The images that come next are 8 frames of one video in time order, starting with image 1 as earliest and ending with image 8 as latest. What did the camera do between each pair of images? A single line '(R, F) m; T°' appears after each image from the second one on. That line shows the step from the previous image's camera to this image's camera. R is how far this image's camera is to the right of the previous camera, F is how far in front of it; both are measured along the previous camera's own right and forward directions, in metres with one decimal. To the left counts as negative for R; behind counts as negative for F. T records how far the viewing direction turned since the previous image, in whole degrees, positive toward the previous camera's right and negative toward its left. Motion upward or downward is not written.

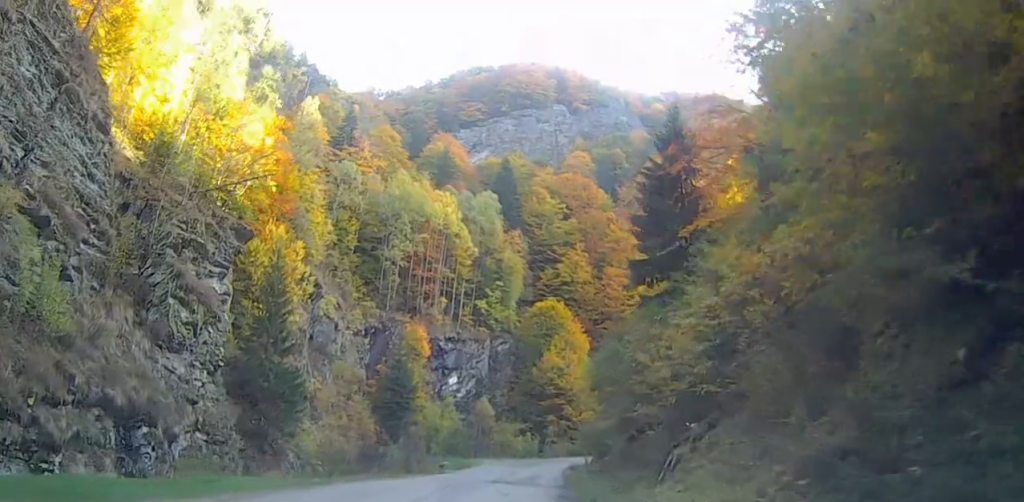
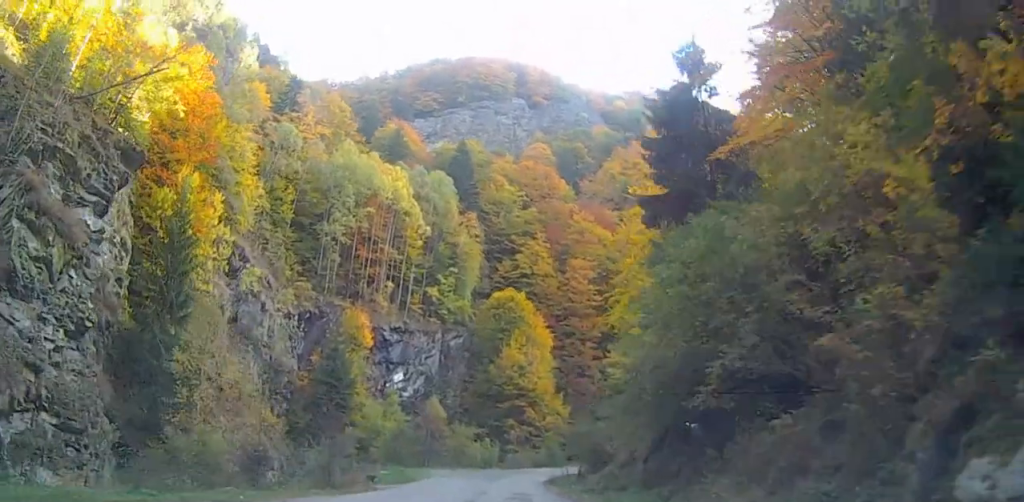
(+0.4, +14.9) m; +3°
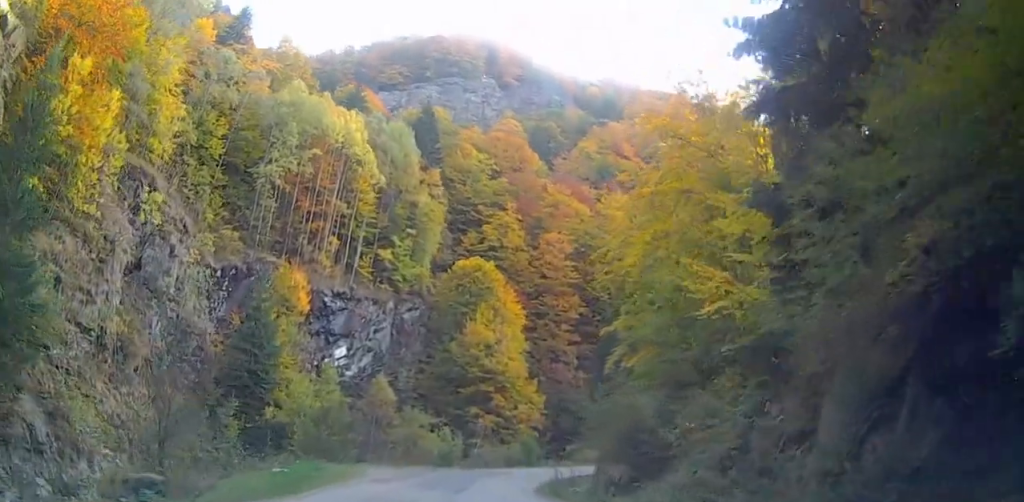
(+0.1, +17.8) m; -1°
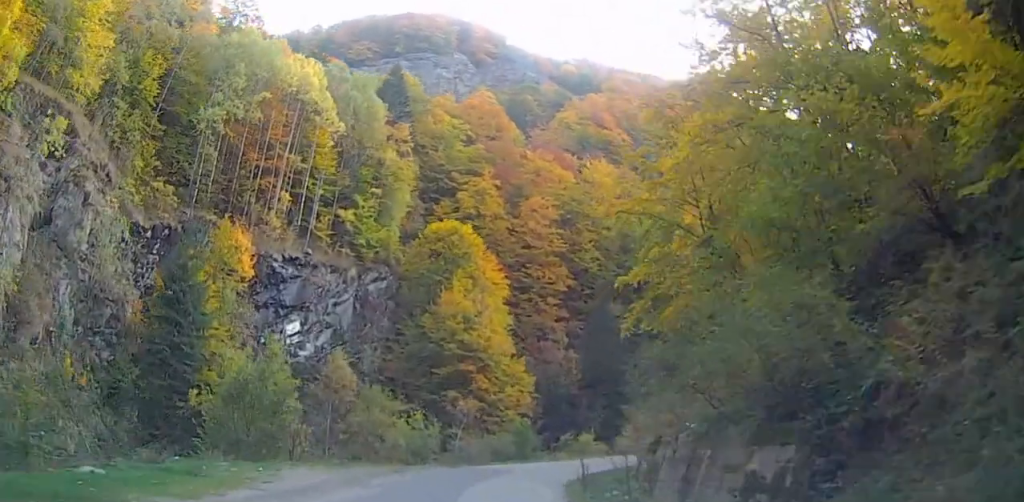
(+0.1, +13.1) m; +3°
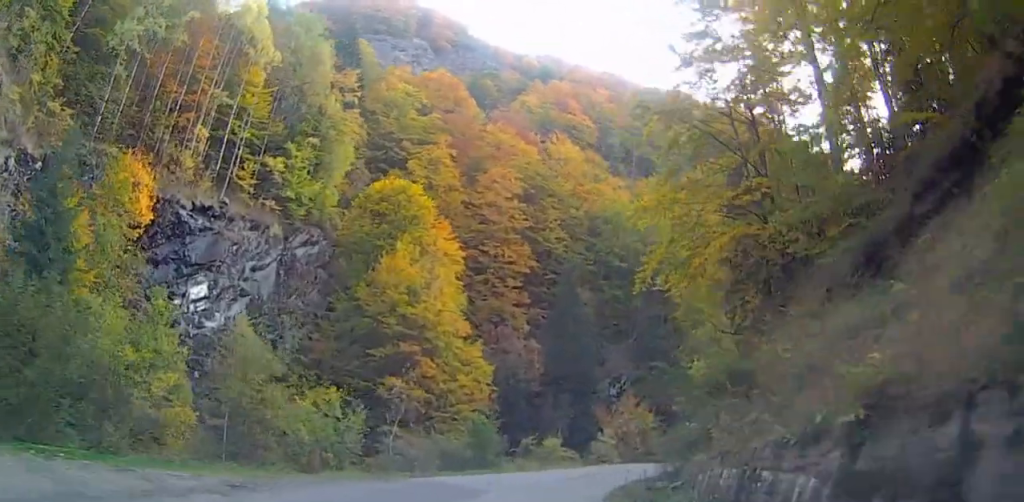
(+0.8, +14.5) m; +7°
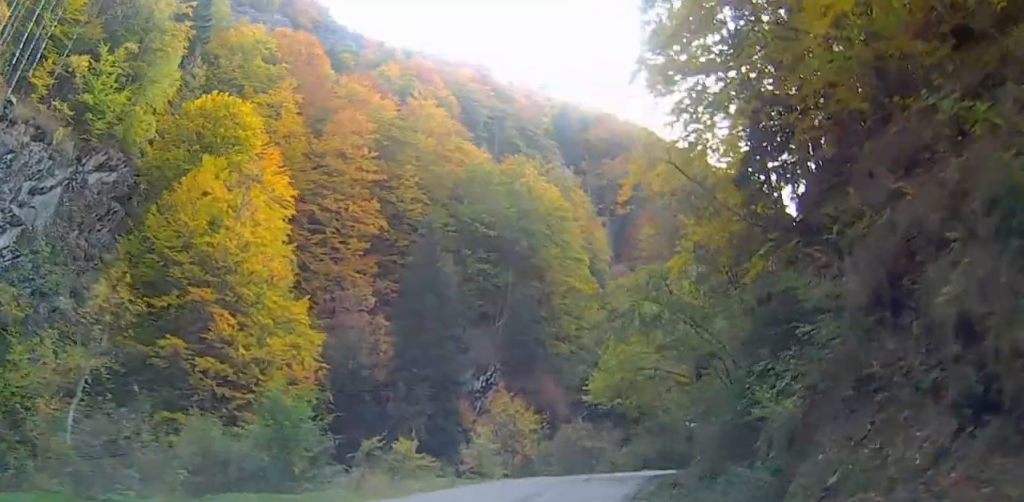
(+1.9, +19.6) m; +20°
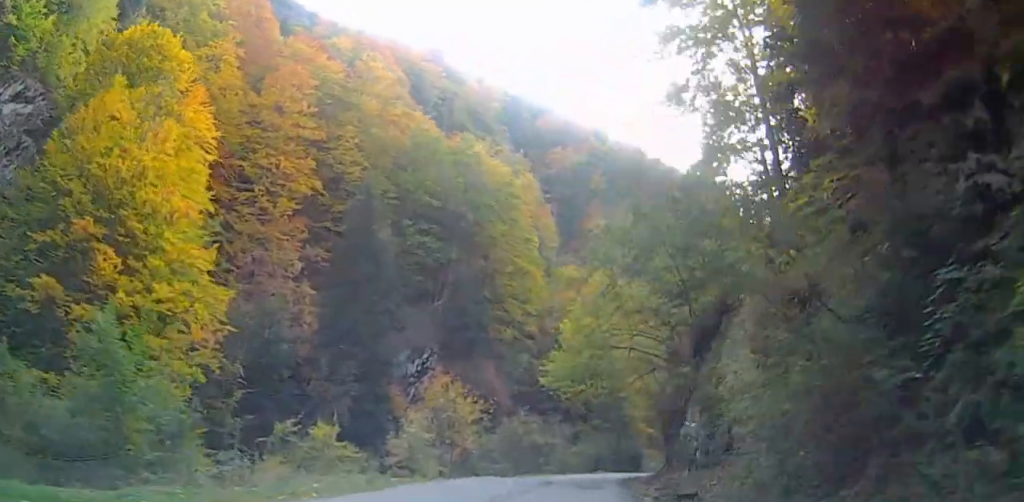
(+1.4, +8.4) m; +5°
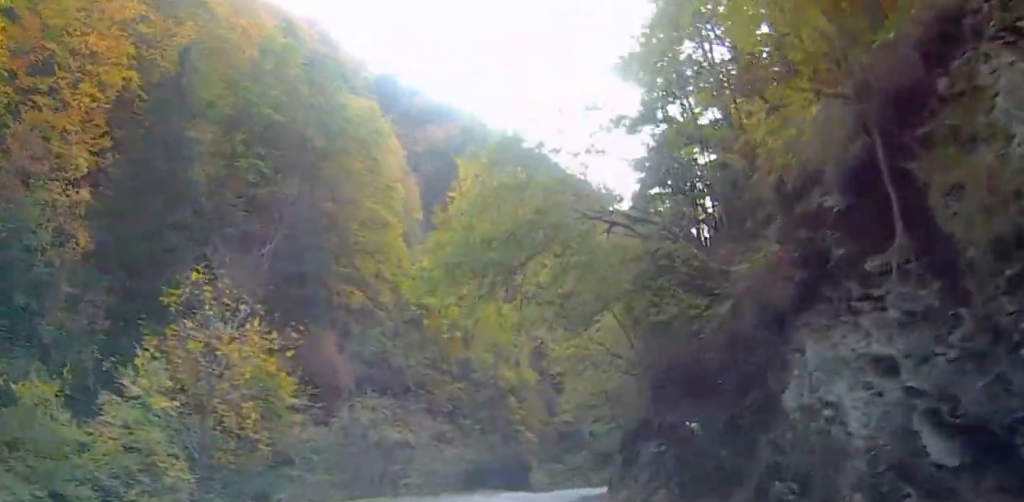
(+1.3, +20.8) m; +3°
